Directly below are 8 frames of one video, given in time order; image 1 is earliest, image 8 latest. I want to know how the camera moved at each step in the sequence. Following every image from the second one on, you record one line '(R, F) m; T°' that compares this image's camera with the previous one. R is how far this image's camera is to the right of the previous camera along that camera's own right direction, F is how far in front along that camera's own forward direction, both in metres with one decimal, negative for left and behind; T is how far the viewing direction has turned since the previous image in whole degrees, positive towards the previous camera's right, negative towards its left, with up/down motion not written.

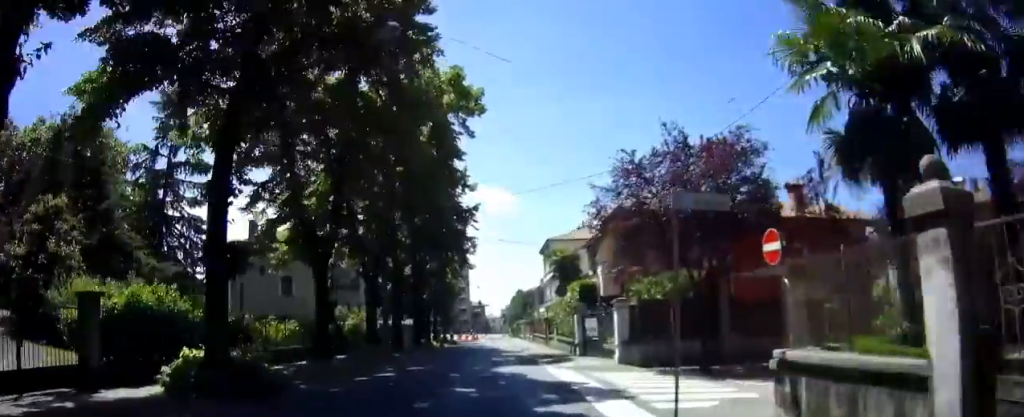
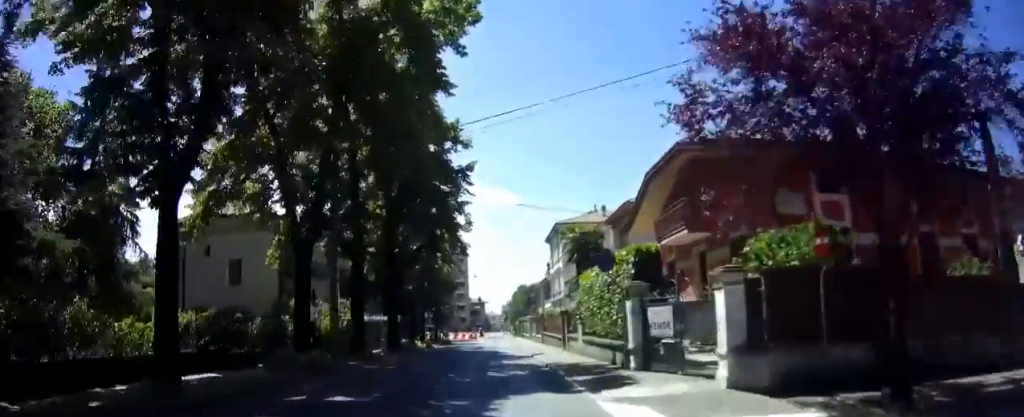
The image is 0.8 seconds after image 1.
(-0.1, +9.3) m; 0°
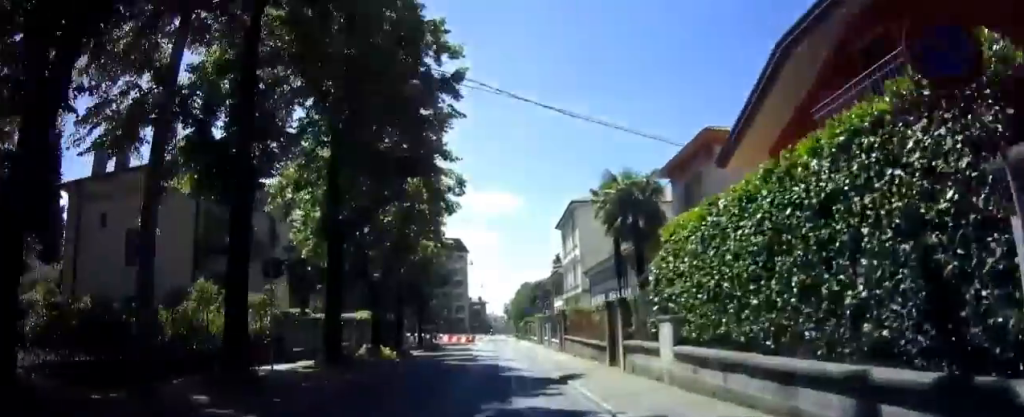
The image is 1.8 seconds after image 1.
(+0.1, +11.1) m; 0°
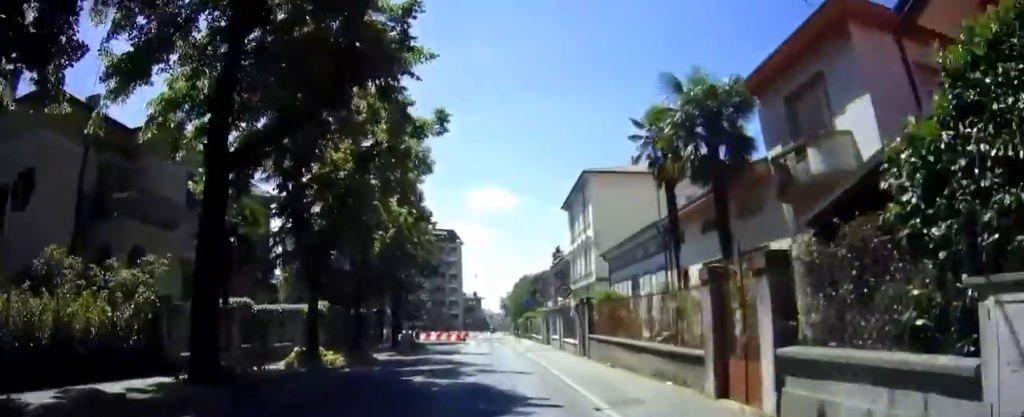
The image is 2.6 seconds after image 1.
(-0.1, +8.3) m; -1°
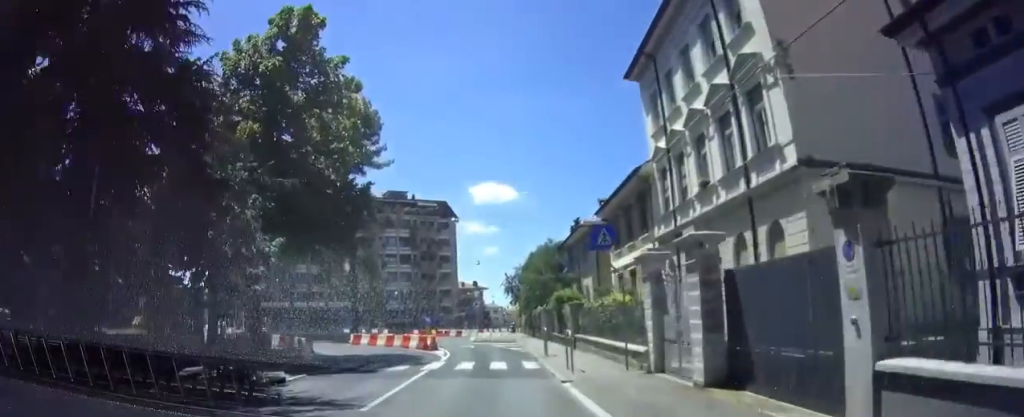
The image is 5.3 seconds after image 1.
(+0.5, +27.1) m; +2°
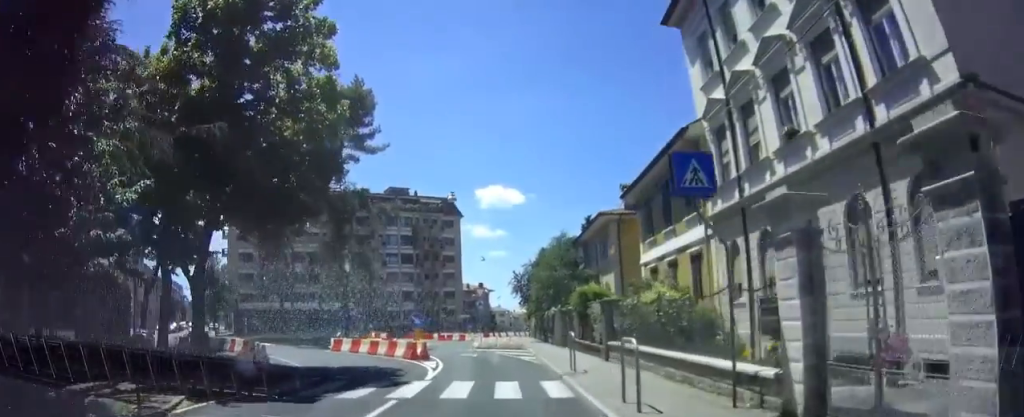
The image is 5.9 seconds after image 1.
(0.0, +5.5) m; 0°
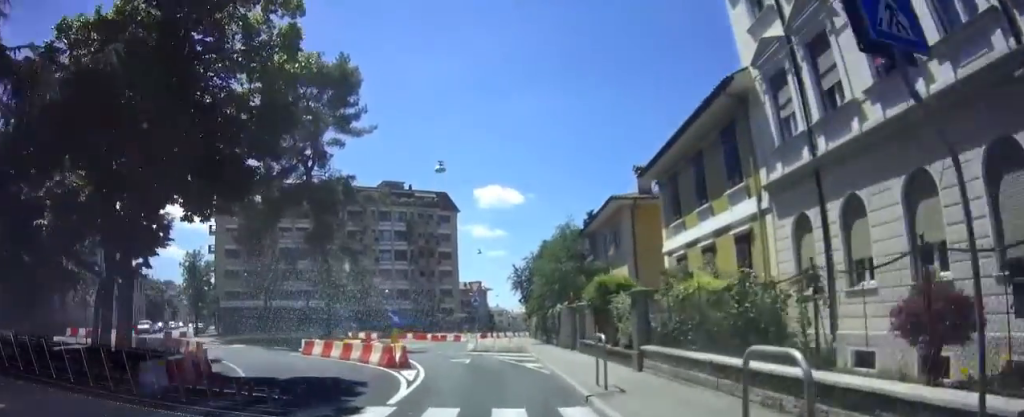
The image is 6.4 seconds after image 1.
(+0.1, +4.3) m; 0°
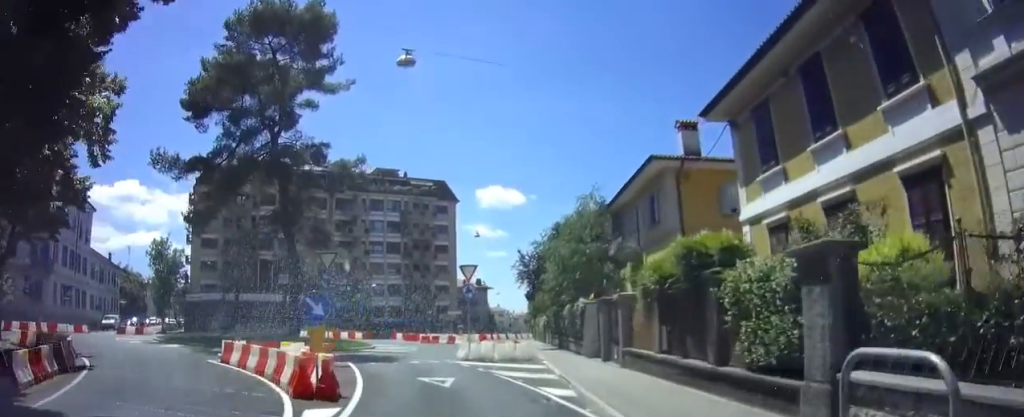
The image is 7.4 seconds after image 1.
(-0.1, +8.2) m; -1°
